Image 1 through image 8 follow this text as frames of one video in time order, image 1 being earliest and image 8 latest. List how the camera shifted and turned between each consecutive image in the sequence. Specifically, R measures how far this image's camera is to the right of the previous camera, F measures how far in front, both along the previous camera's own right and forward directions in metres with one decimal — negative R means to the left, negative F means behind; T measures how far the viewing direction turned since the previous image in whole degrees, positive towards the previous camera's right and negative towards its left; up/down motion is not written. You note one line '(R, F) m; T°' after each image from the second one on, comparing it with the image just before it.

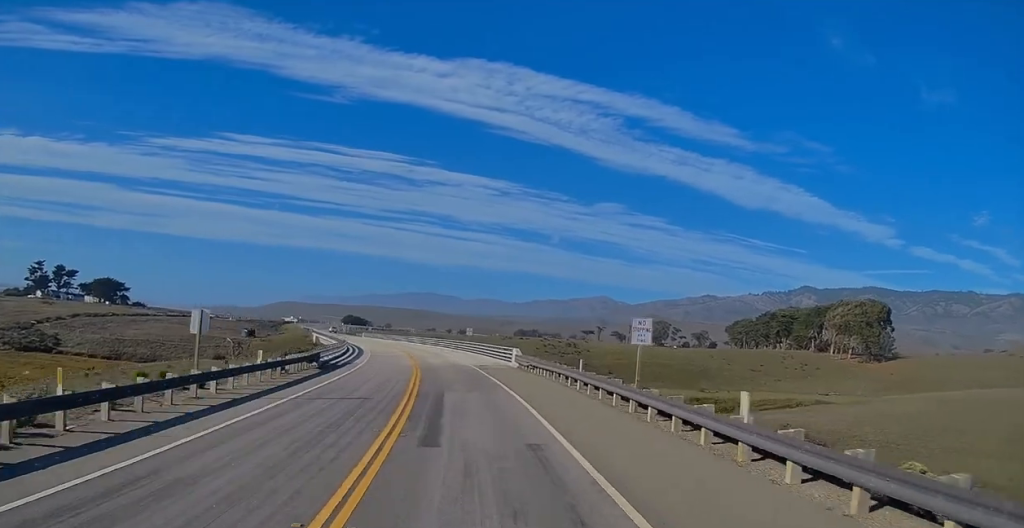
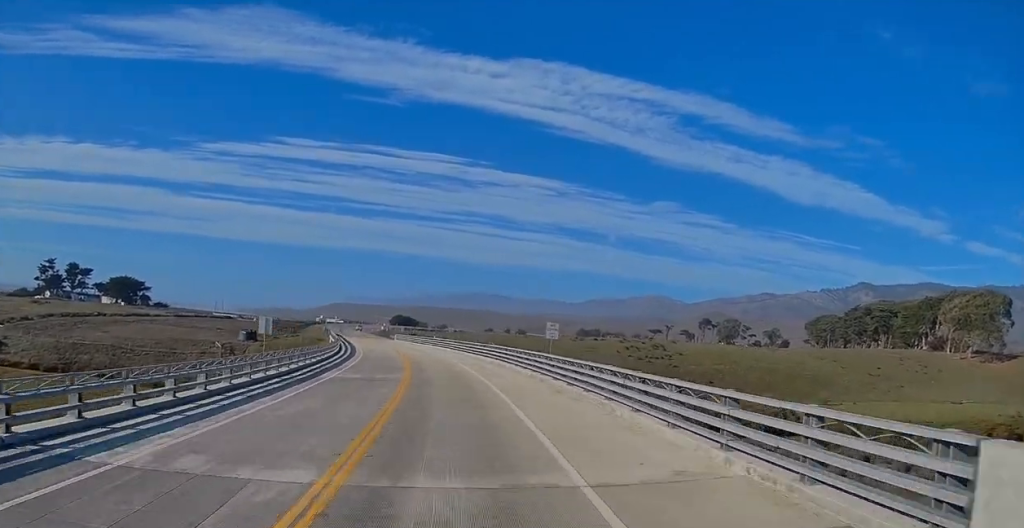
(-1.0, +40.2) m; -5°
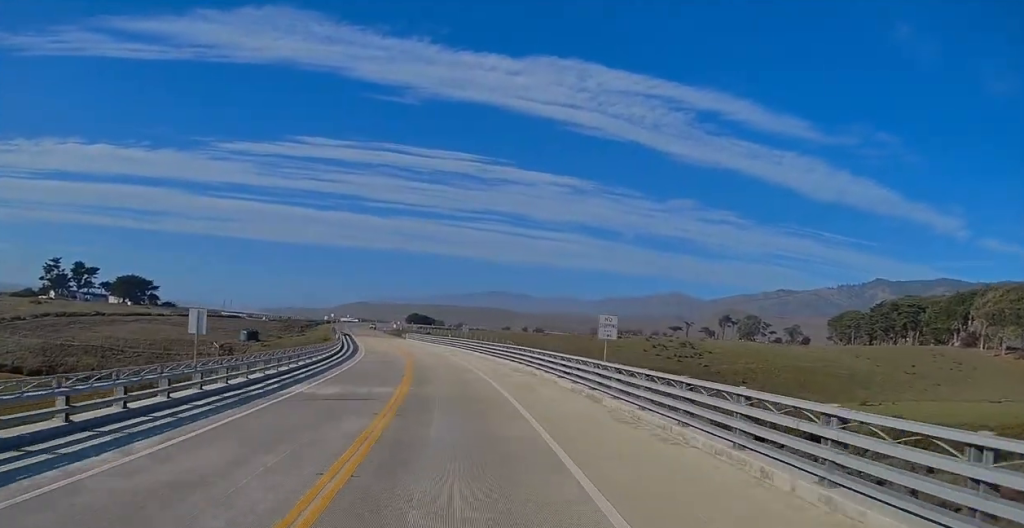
(-0.5, +9.0) m; -2°
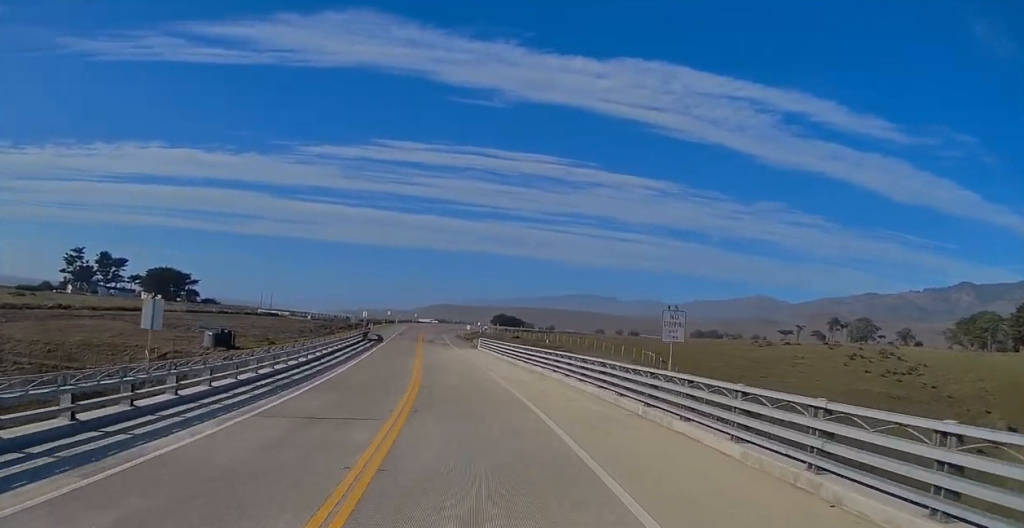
(-3.6, +50.0) m; -8°
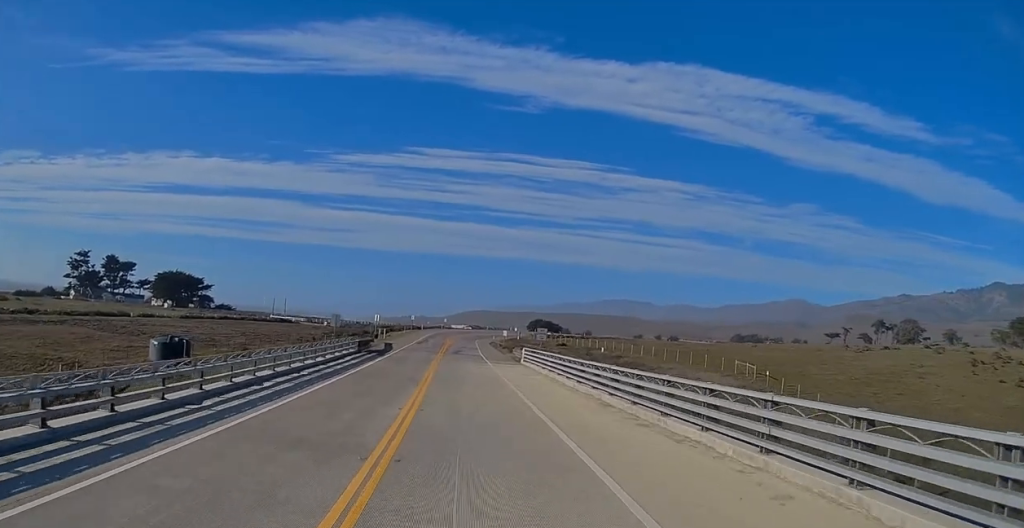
(-0.9, +21.9) m; -3°
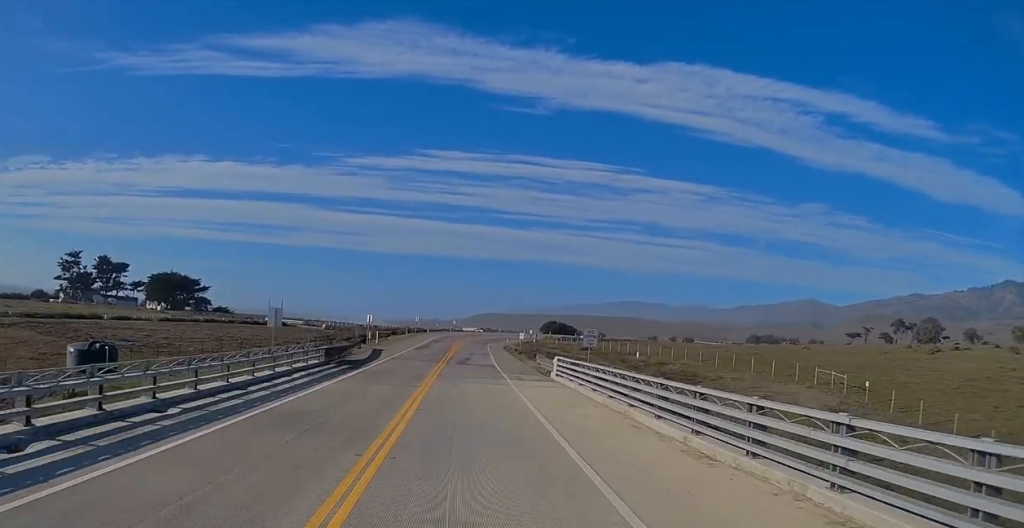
(-0.2, +14.5) m; -1°
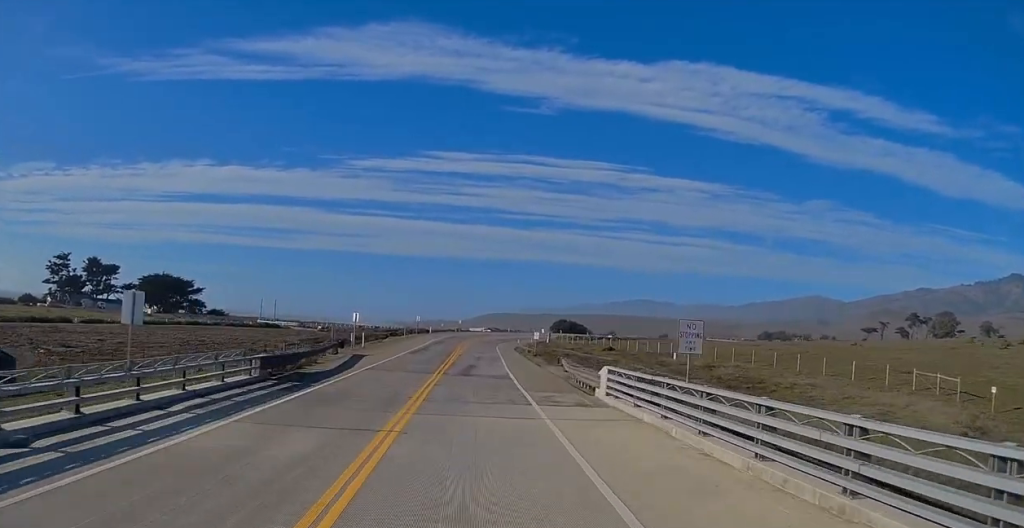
(-0.1, +11.9) m; 0°
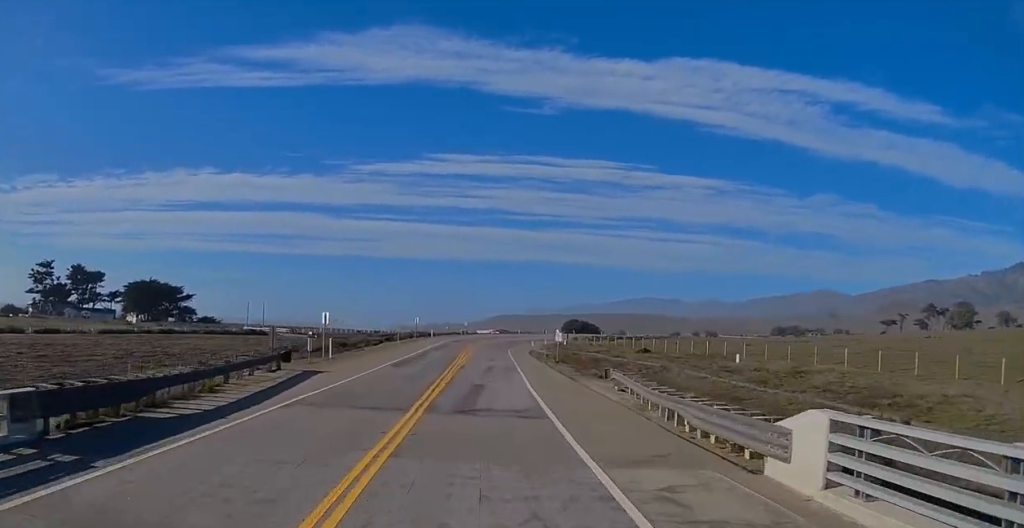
(+0.2, +14.4) m; +1°
